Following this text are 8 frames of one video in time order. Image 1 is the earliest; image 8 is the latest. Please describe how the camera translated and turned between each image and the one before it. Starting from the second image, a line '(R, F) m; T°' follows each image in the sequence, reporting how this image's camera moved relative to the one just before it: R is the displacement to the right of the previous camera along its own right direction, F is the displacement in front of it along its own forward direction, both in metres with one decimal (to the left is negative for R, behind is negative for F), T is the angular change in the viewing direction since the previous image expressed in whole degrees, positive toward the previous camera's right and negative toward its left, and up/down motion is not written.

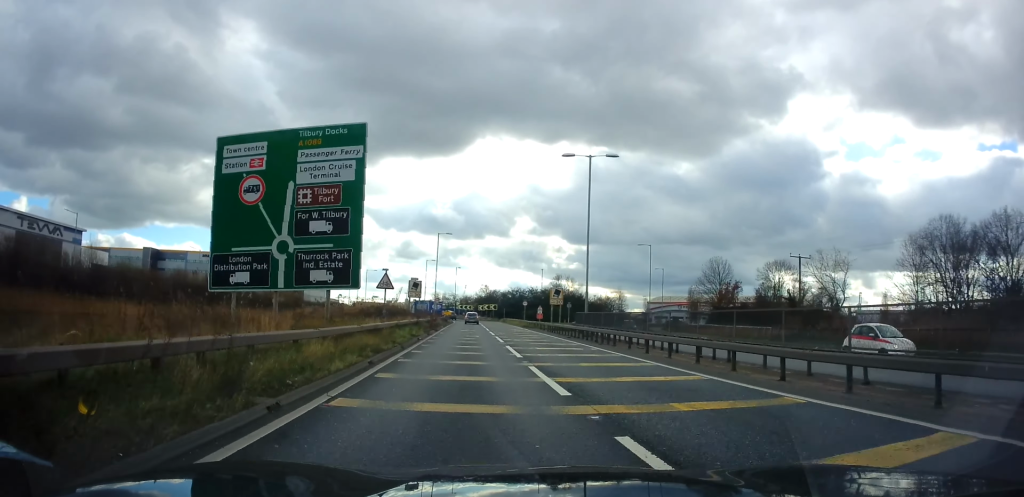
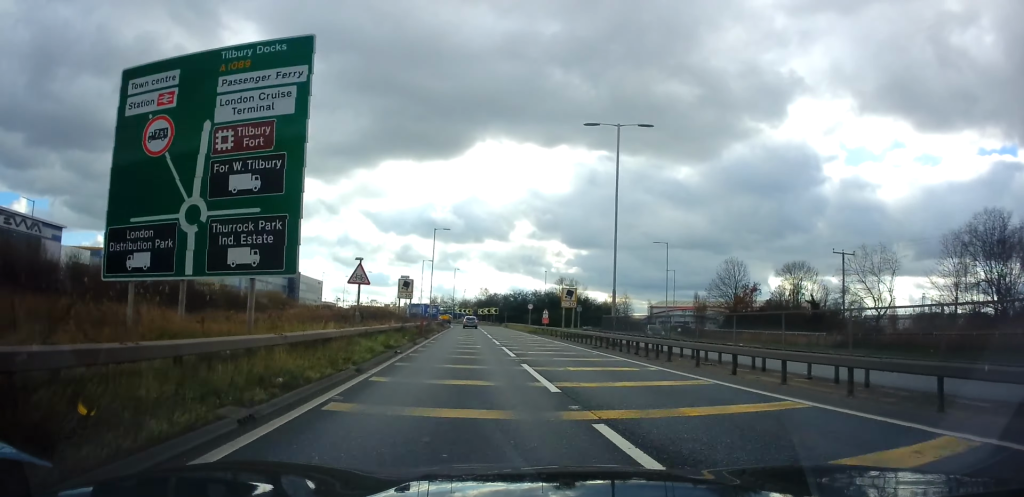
(-0.1, +7.3) m; 0°
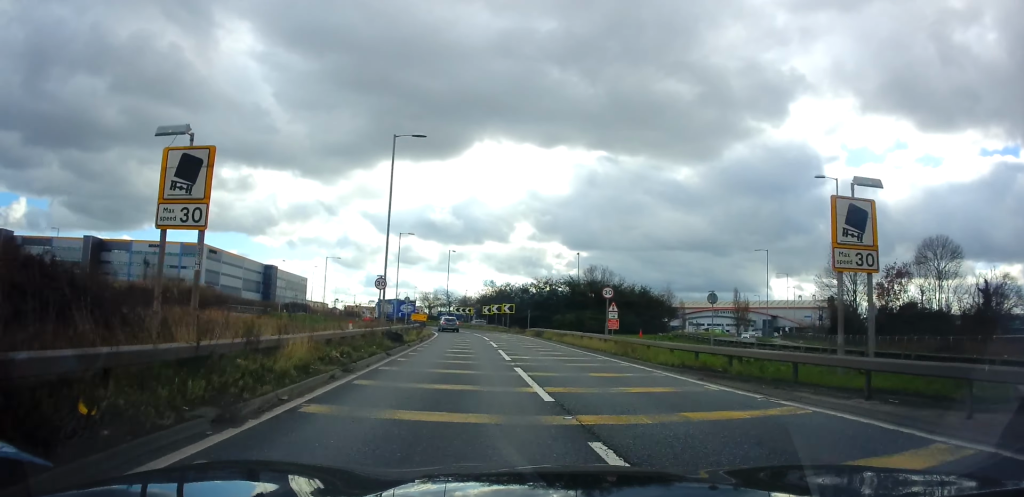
(+0.5, +36.8) m; 0°
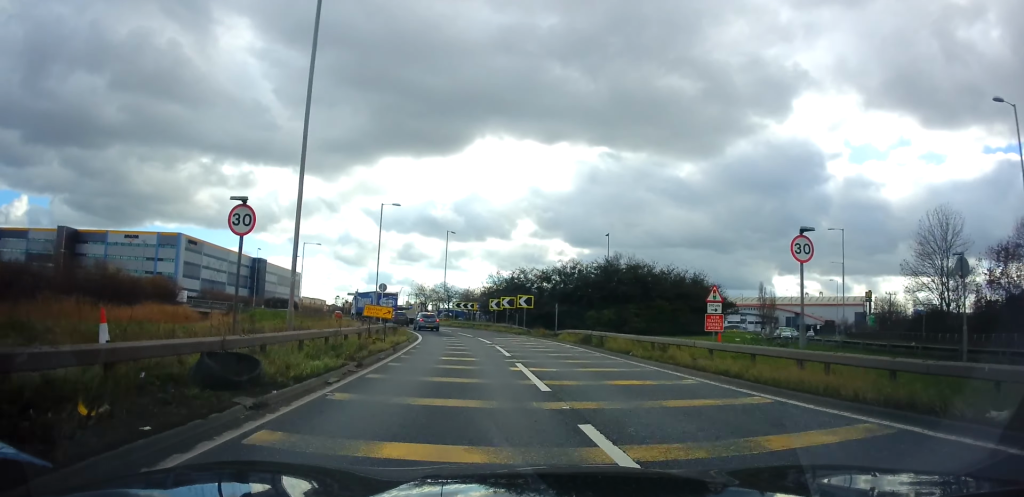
(-0.3, +17.3) m; 0°
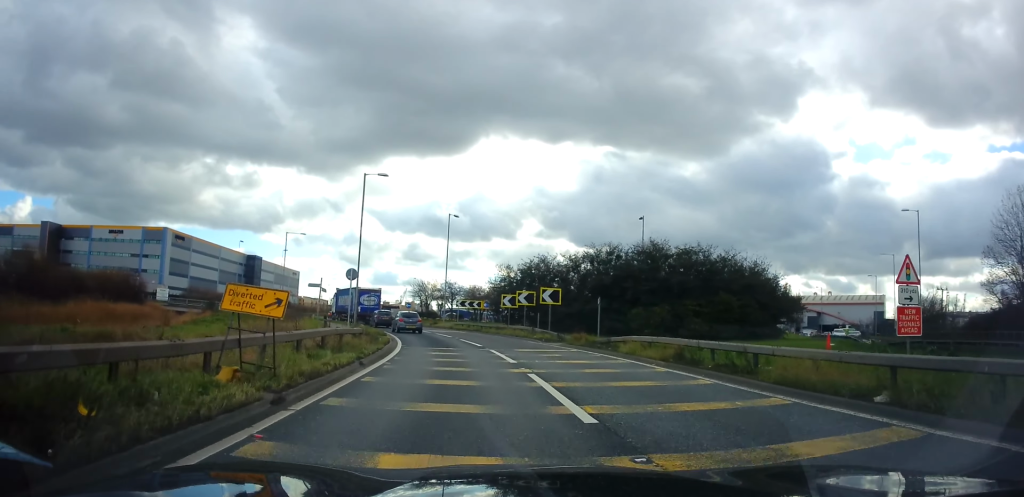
(+0.2, +12.4) m; 0°
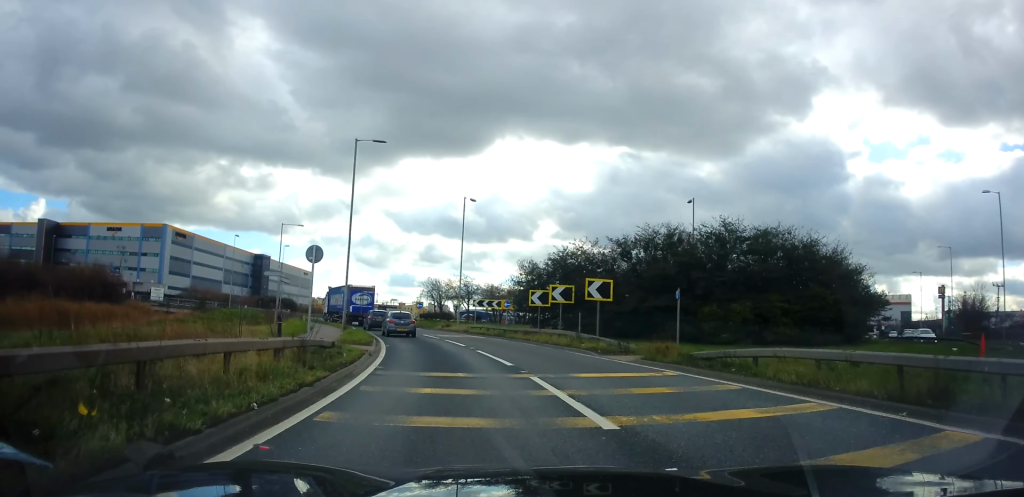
(0.0, +9.6) m; -2°
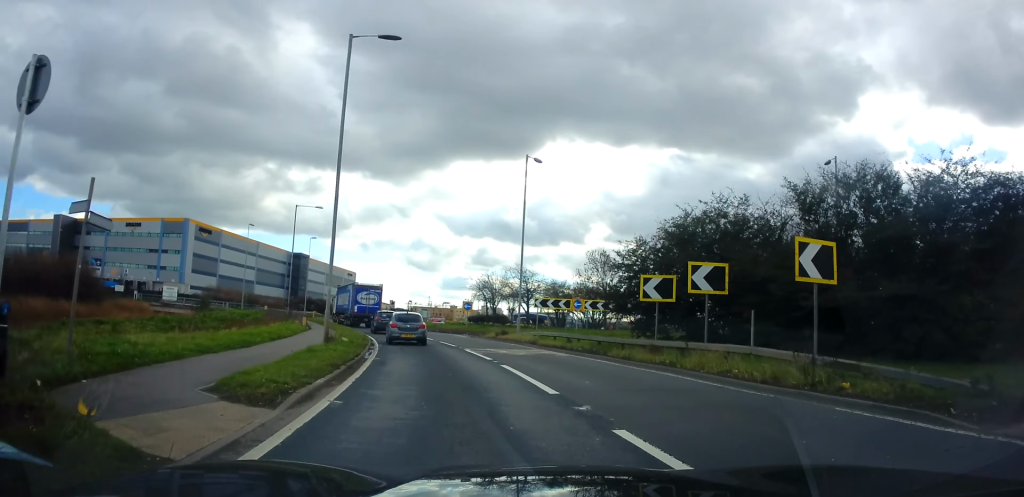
(-1.0, +14.8) m; -7°
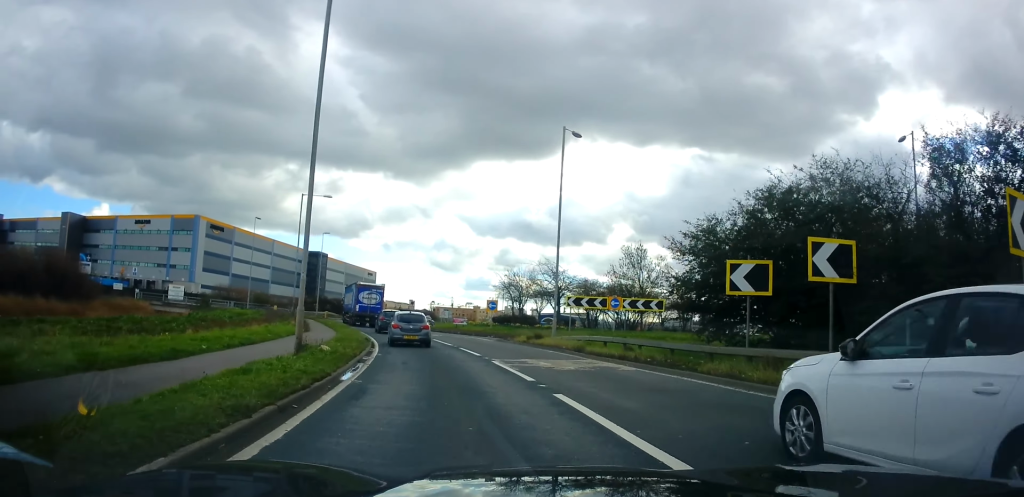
(-0.1, +5.8) m; -2°
